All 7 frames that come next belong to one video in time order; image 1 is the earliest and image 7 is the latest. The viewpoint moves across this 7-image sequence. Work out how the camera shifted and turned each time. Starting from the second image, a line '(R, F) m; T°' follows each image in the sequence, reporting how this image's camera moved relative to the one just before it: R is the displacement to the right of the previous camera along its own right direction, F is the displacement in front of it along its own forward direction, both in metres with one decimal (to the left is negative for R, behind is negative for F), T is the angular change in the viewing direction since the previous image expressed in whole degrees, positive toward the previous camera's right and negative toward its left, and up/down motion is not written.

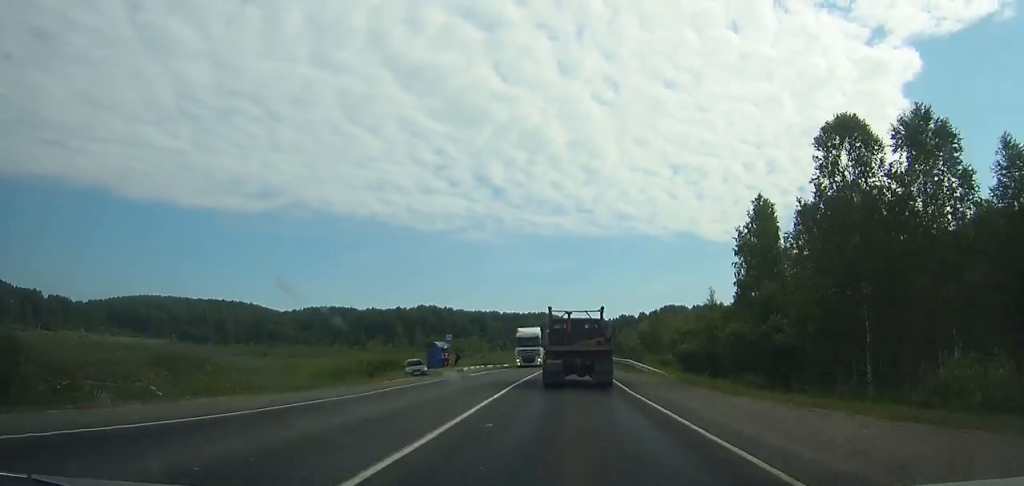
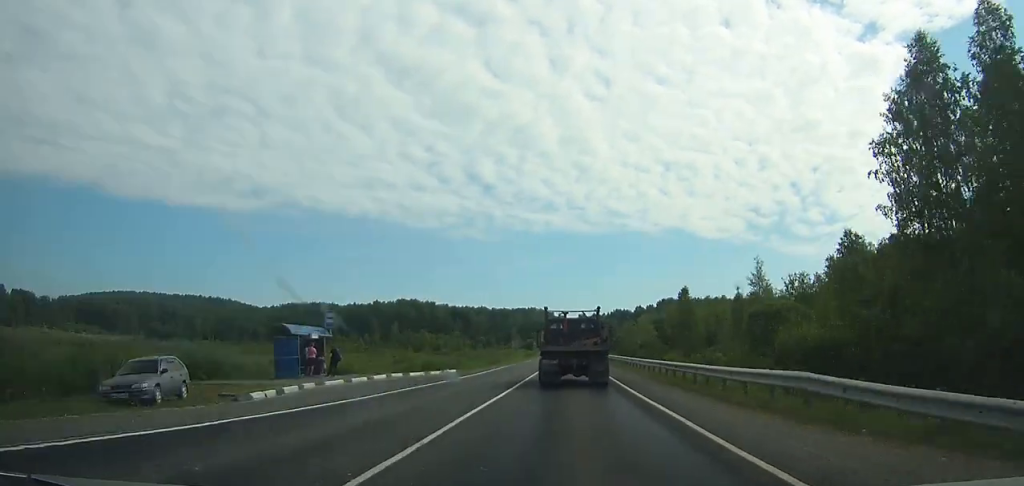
(+0.6, +31.7) m; +1°
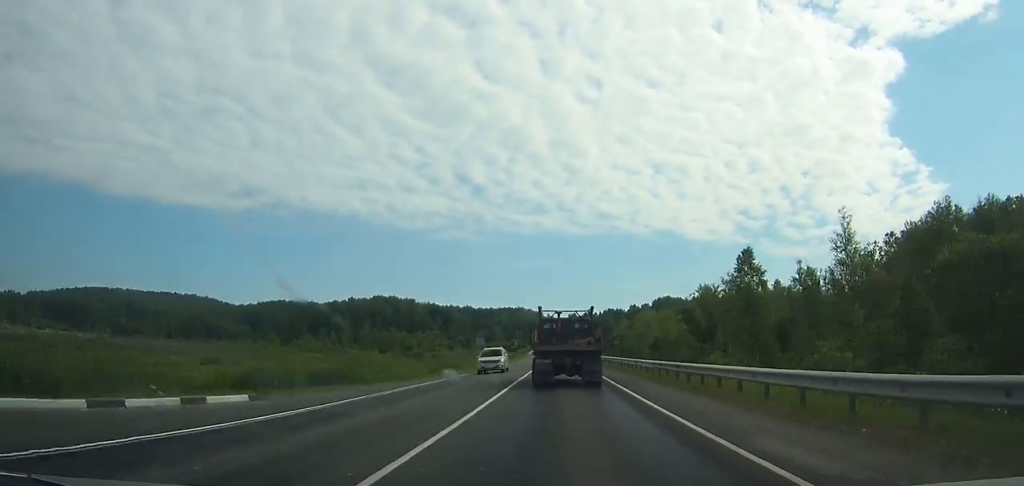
(+0.2, +28.0) m; +1°
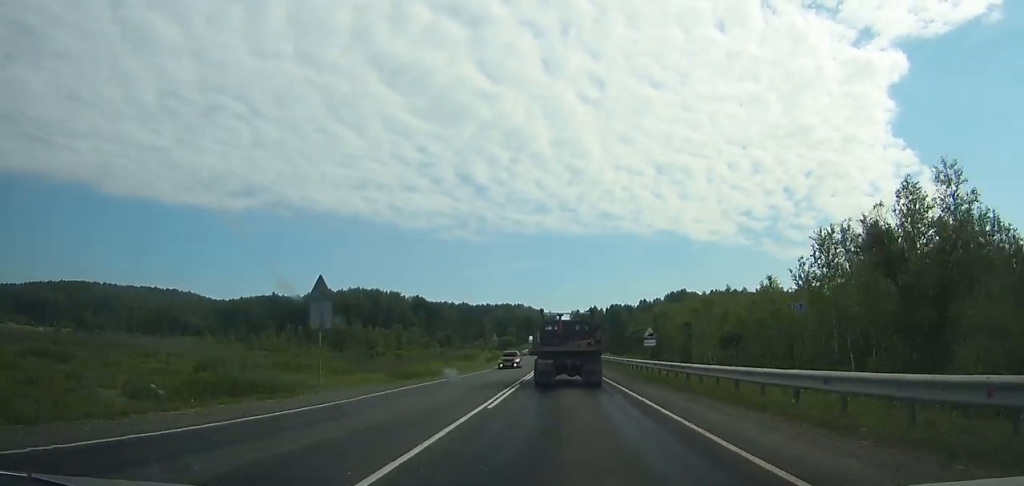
(+0.2, +39.8) m; 0°
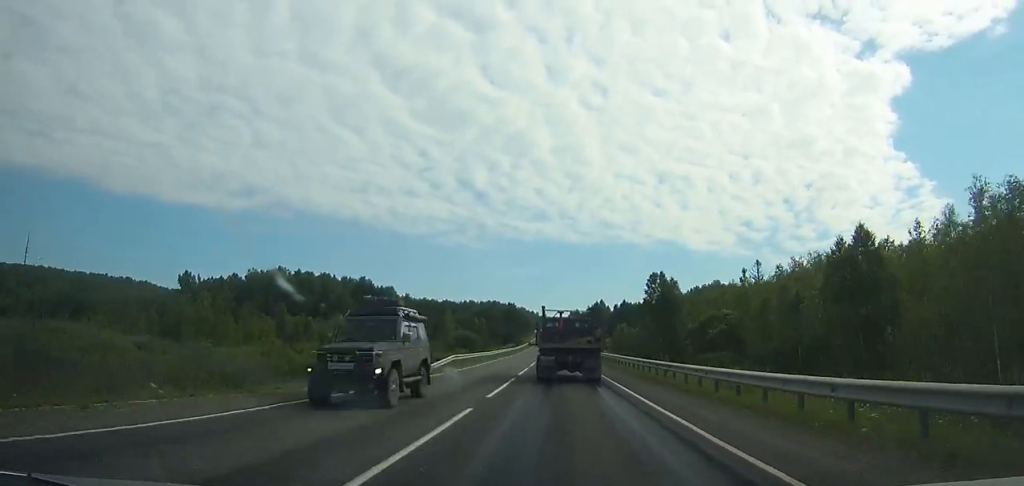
(+0.1, +72.5) m; 0°
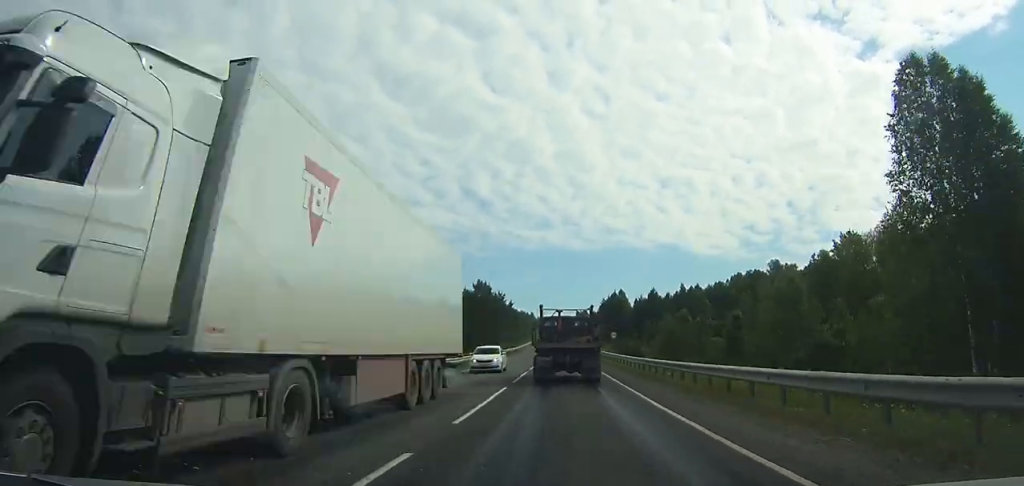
(0.0, +64.8) m; 0°
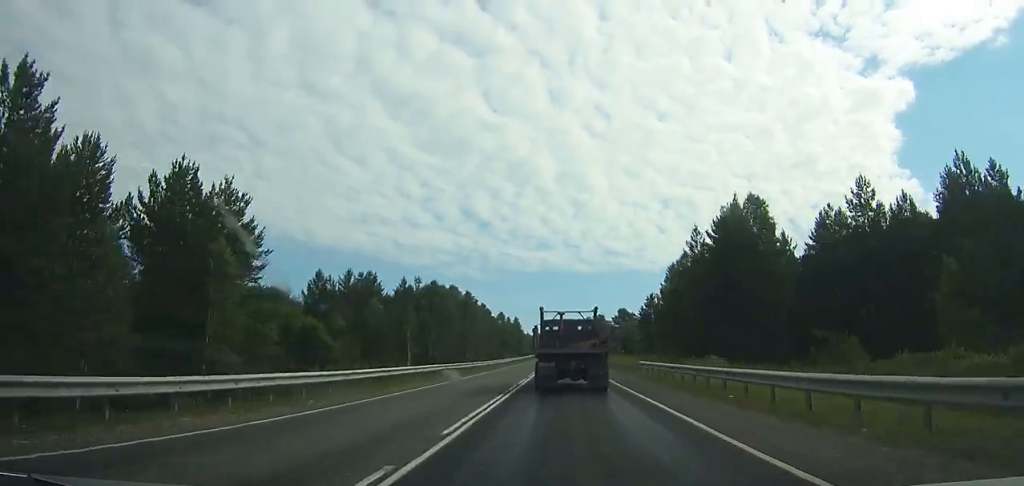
(-0.1, +122.7) m; 0°
